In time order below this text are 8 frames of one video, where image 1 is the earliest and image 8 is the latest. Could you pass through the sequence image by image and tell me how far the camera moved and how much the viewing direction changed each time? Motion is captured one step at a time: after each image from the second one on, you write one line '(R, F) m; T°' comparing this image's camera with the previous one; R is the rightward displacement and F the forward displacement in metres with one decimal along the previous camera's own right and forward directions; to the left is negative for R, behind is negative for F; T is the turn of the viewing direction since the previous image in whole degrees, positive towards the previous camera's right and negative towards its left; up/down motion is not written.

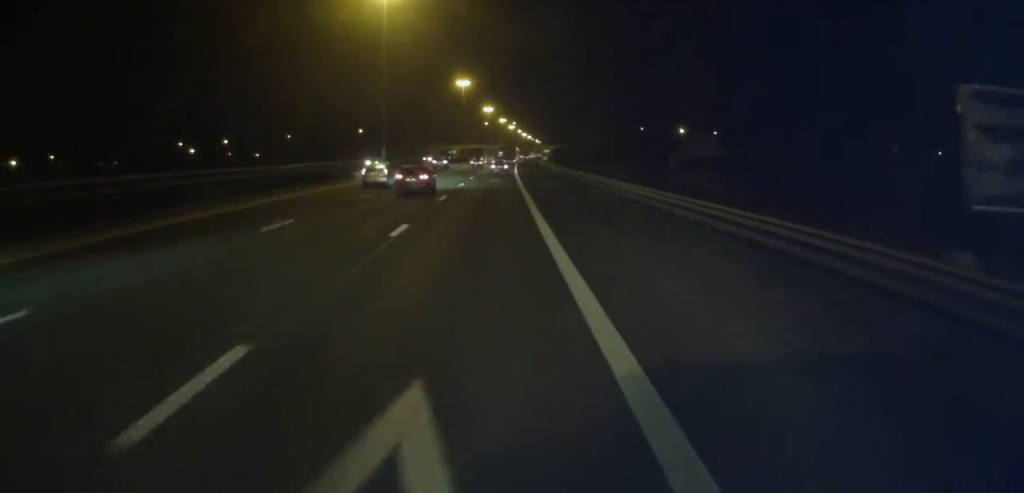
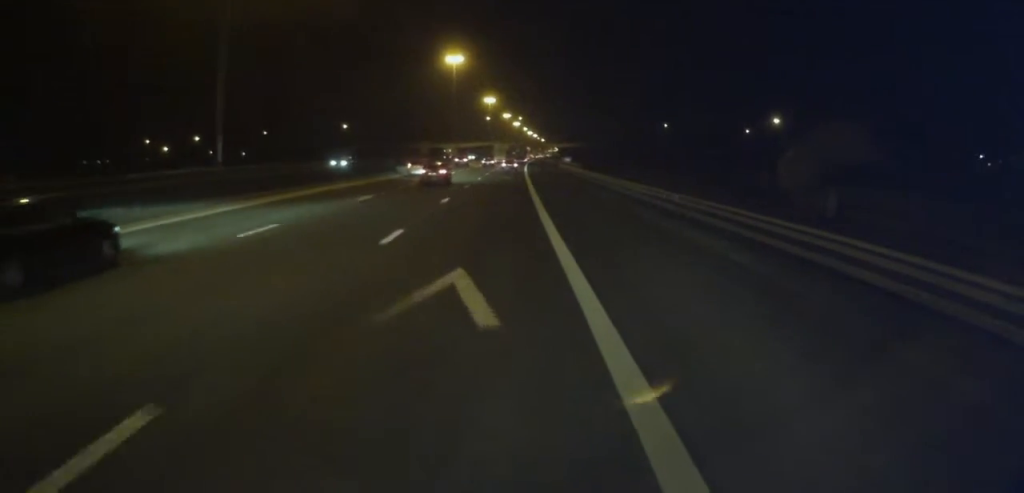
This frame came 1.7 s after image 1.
(+0.9, +39.1) m; +2°
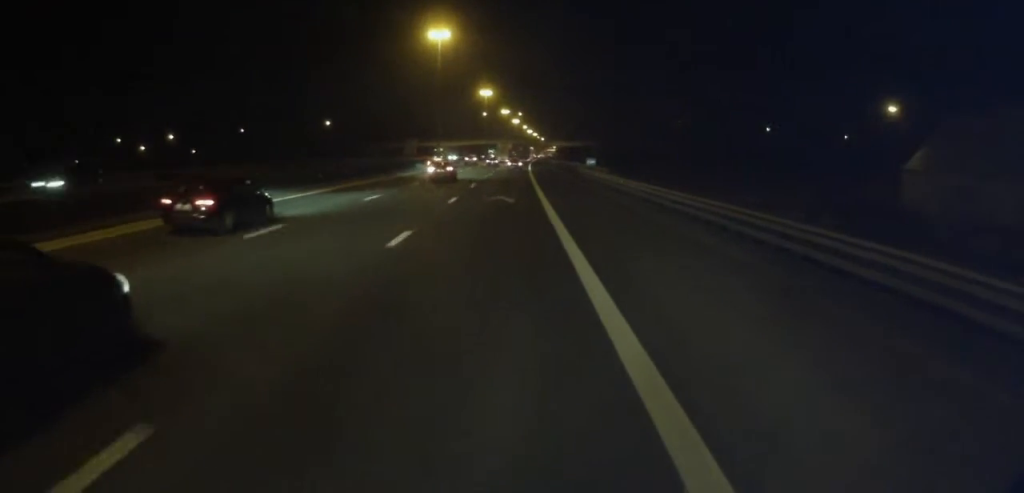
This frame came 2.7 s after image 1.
(0.0, +25.0) m; 0°
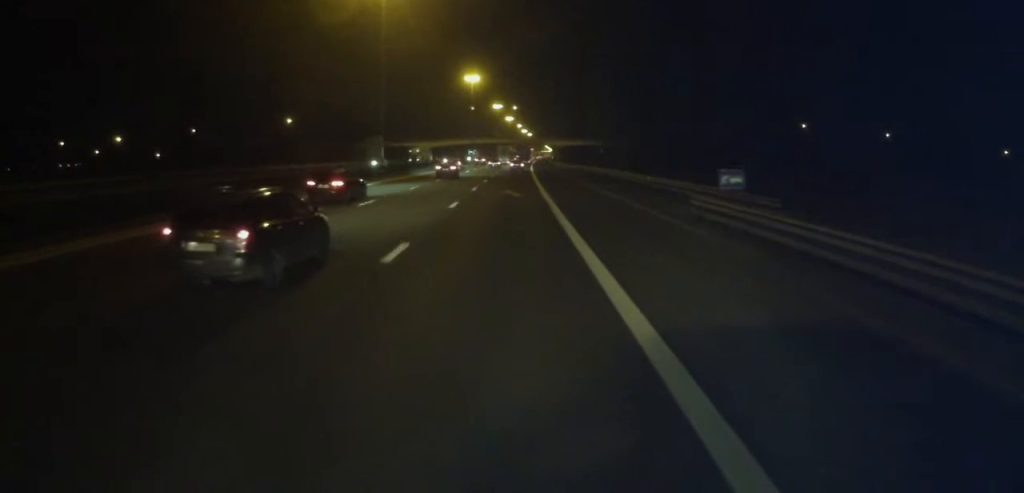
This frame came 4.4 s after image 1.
(-0.3, +39.2) m; 0°
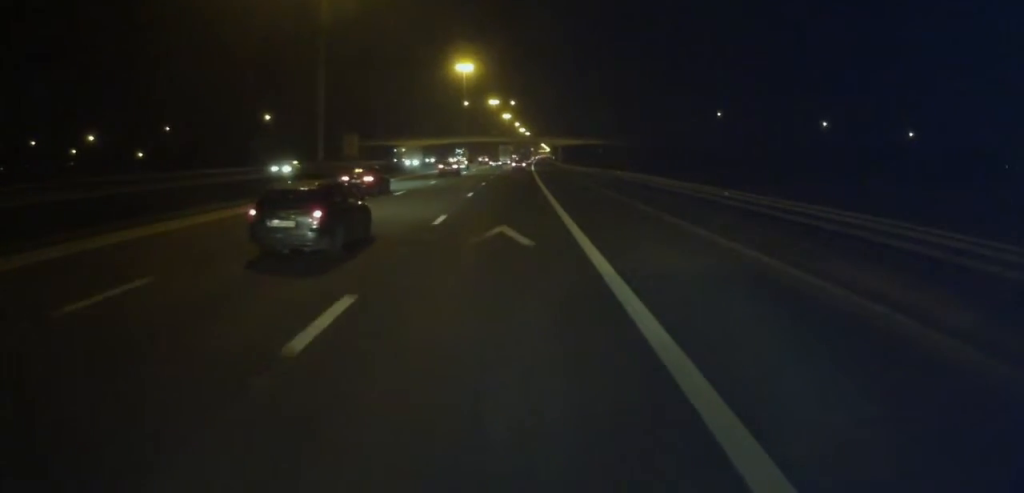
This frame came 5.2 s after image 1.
(0.0, +18.0) m; 0°
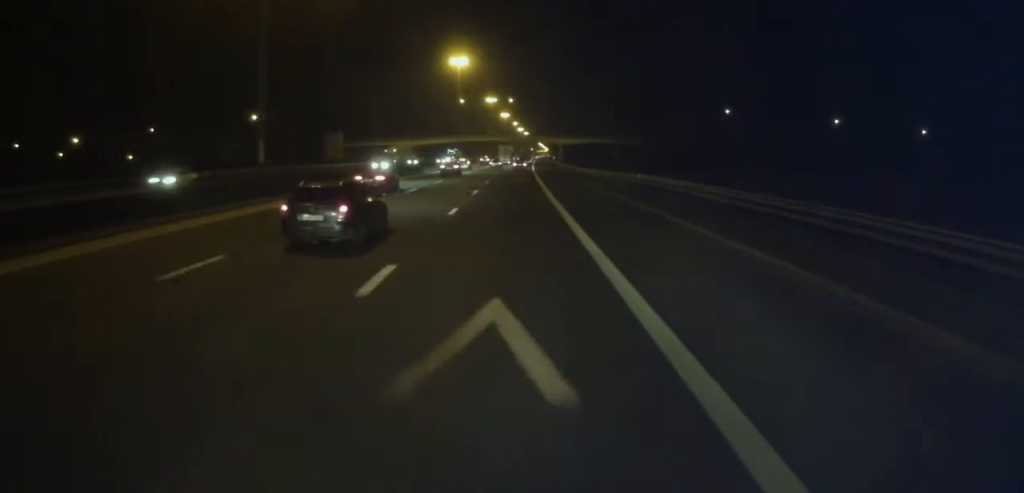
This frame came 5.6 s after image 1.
(0.0, +9.4) m; 0°
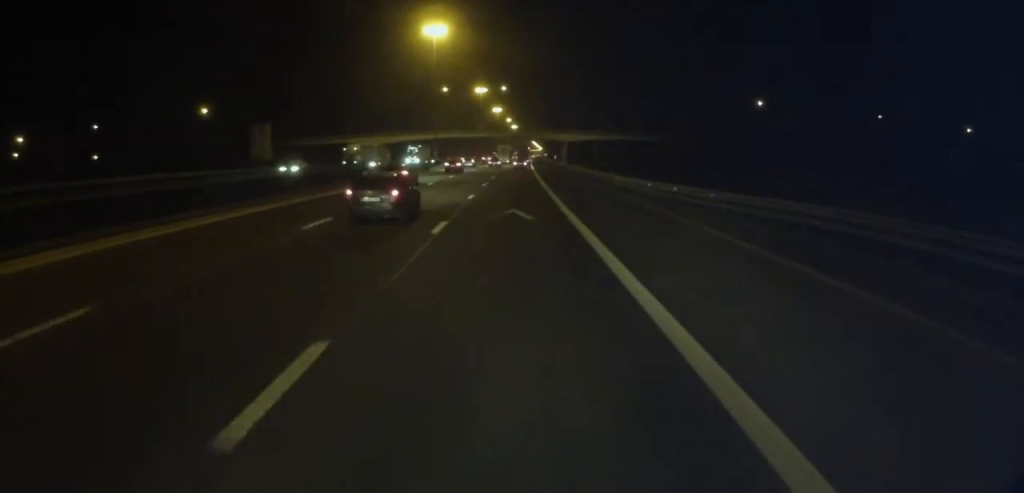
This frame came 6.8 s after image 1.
(+0.4, +29.7) m; +1°
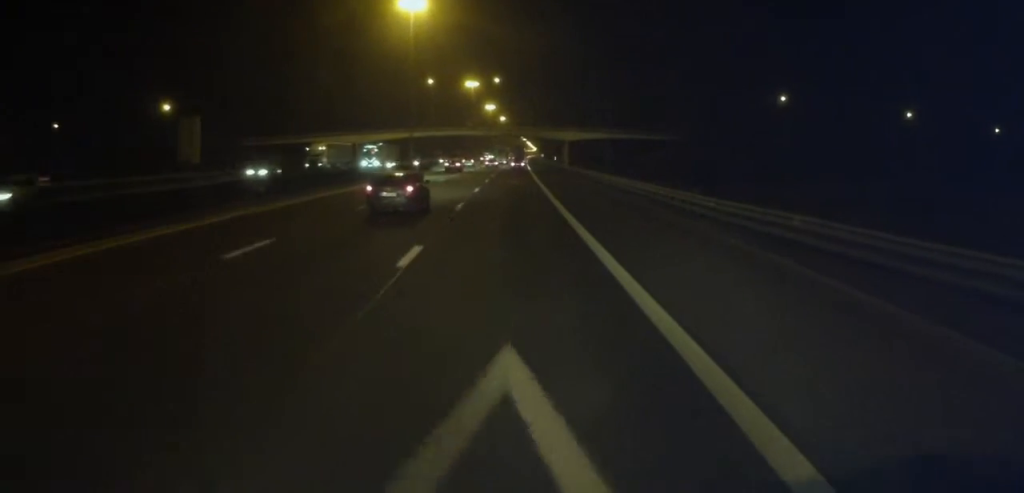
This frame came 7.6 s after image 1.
(0.0, +17.2) m; 0°
